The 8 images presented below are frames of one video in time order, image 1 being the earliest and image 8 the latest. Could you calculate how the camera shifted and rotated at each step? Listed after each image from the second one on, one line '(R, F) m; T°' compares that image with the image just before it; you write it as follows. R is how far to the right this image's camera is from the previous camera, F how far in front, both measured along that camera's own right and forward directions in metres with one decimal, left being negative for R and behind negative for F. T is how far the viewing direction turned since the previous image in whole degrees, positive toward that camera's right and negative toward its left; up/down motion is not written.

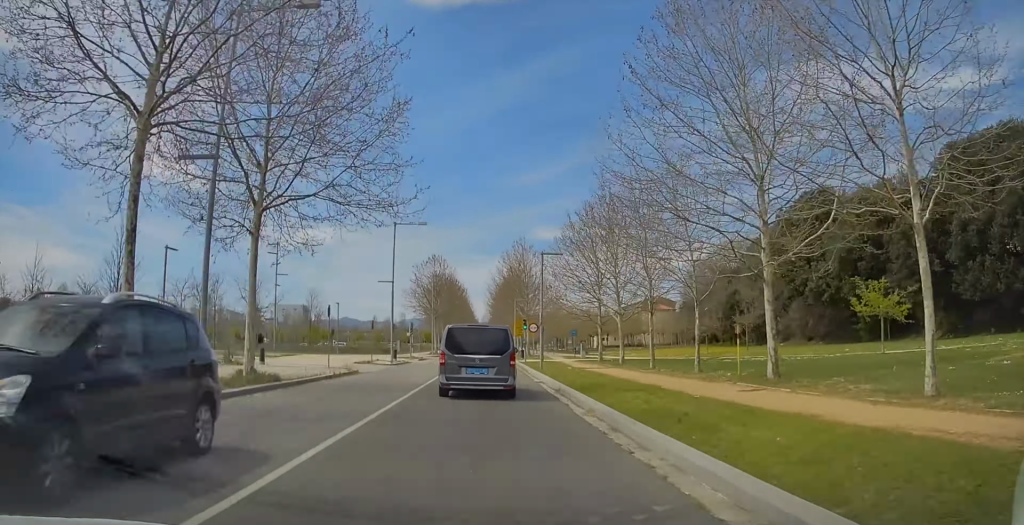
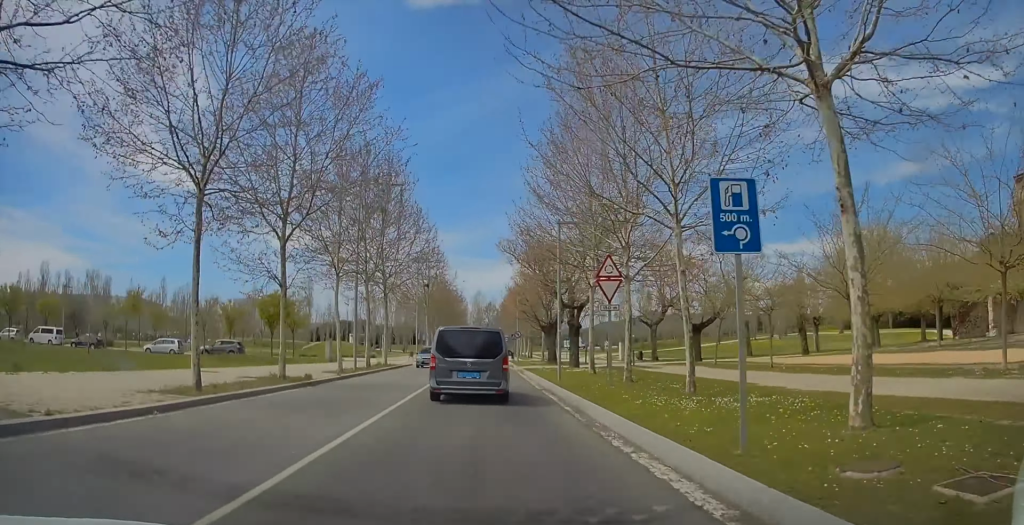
(-0.2, +130.1) m; 0°
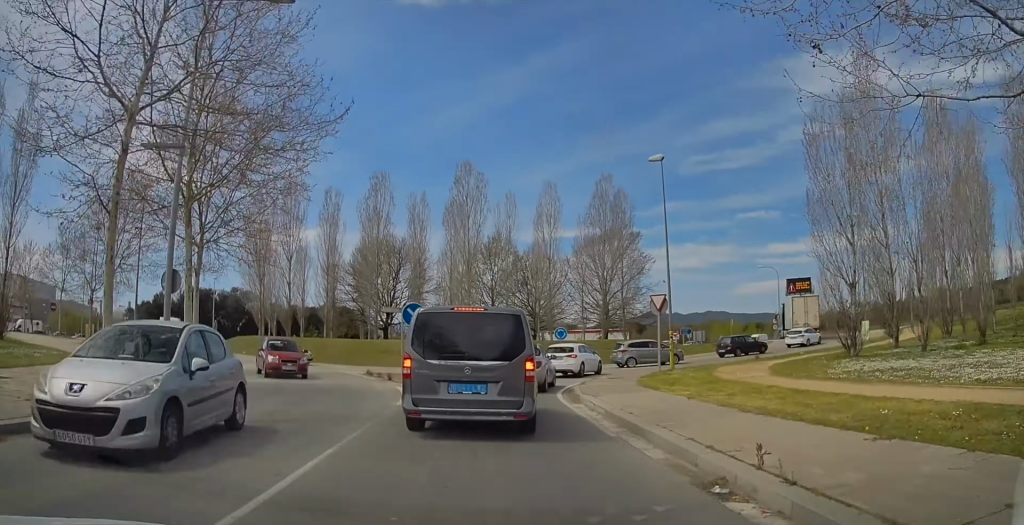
(+0.7, +78.2) m; +5°
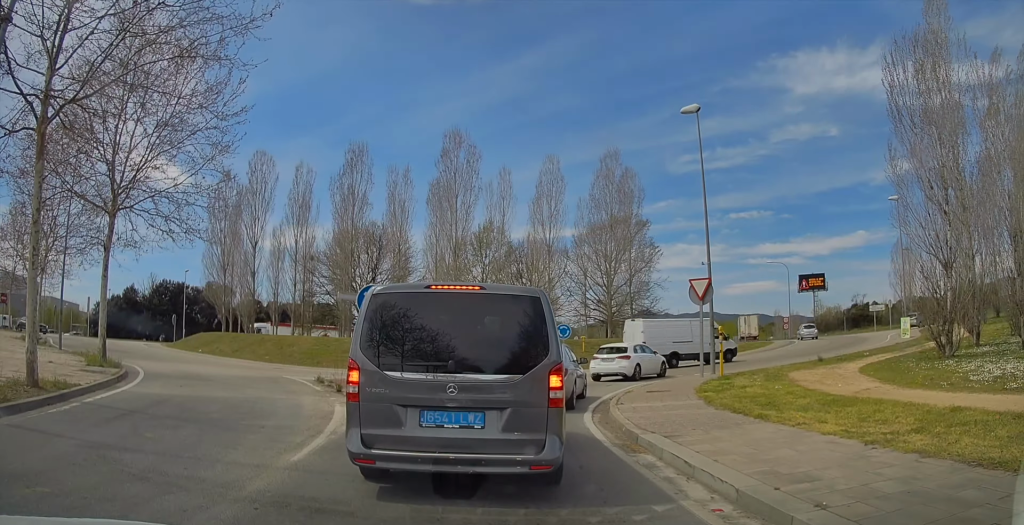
(+0.2, +23.7) m; +10°
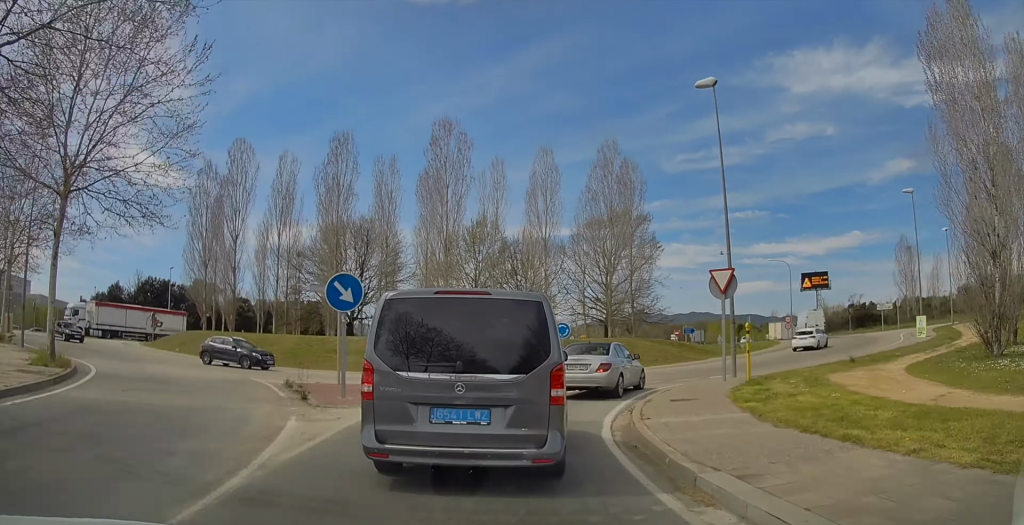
(+2.2, +18.2) m; +8°
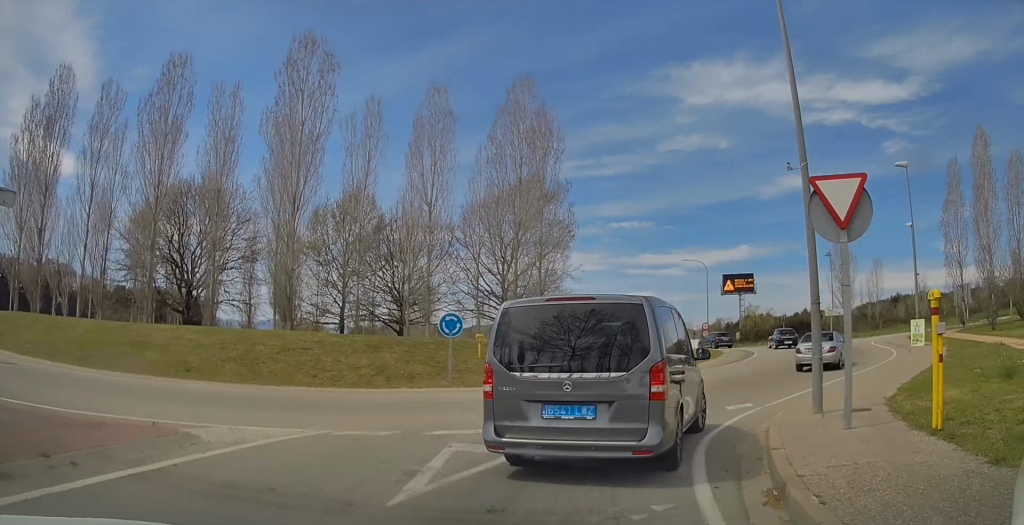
(+2.9, +32.3) m; +13°
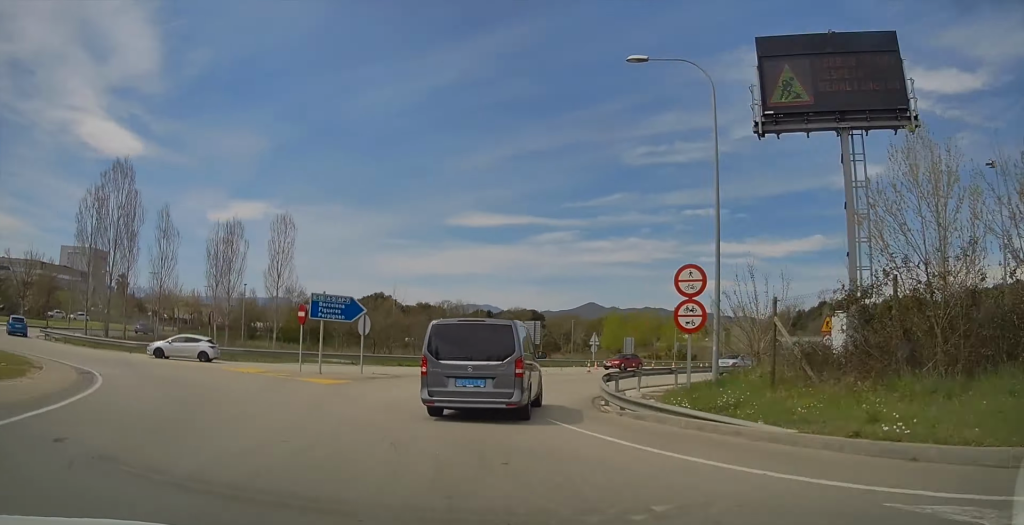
(+10.7, +70.8) m; +20°
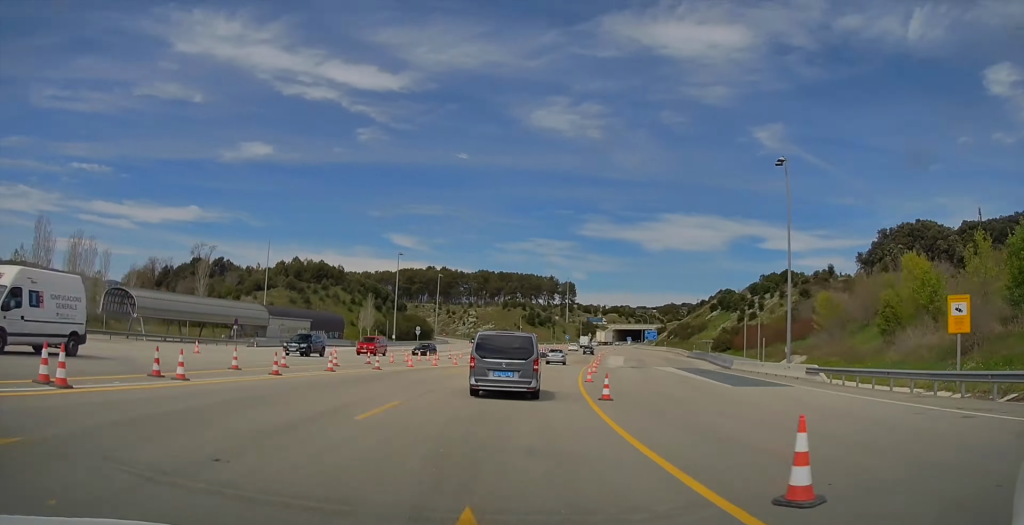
(+6.9, +62.1) m; +11°
